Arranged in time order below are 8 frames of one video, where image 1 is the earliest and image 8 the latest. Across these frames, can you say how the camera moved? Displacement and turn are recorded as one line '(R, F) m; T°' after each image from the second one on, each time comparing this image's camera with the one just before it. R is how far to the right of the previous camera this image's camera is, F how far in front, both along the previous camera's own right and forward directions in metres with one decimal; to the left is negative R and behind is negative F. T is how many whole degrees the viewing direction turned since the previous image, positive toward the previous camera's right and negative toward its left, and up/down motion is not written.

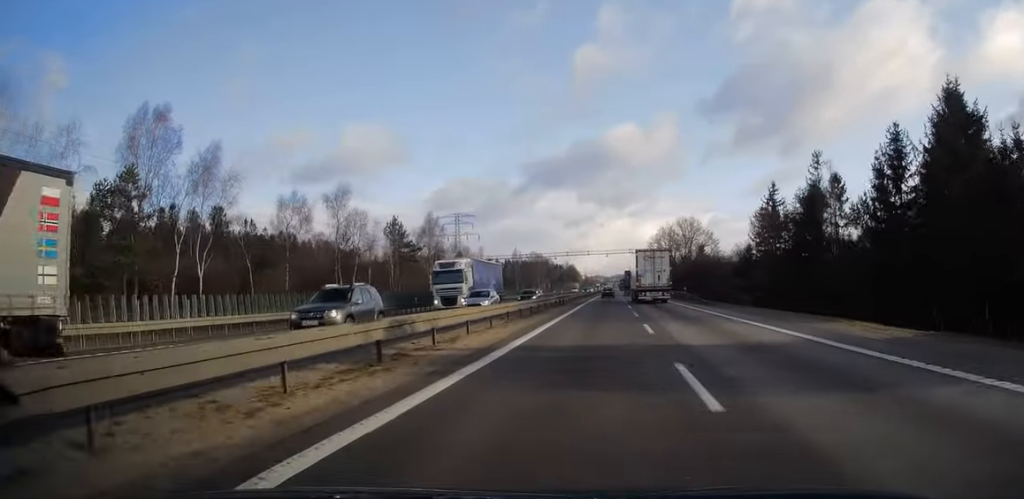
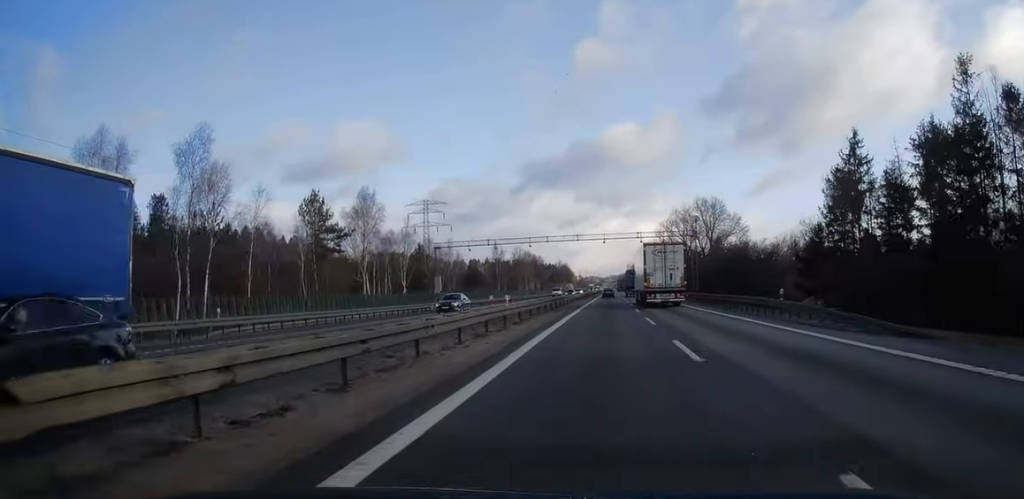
(+0.1, +30.6) m; 0°
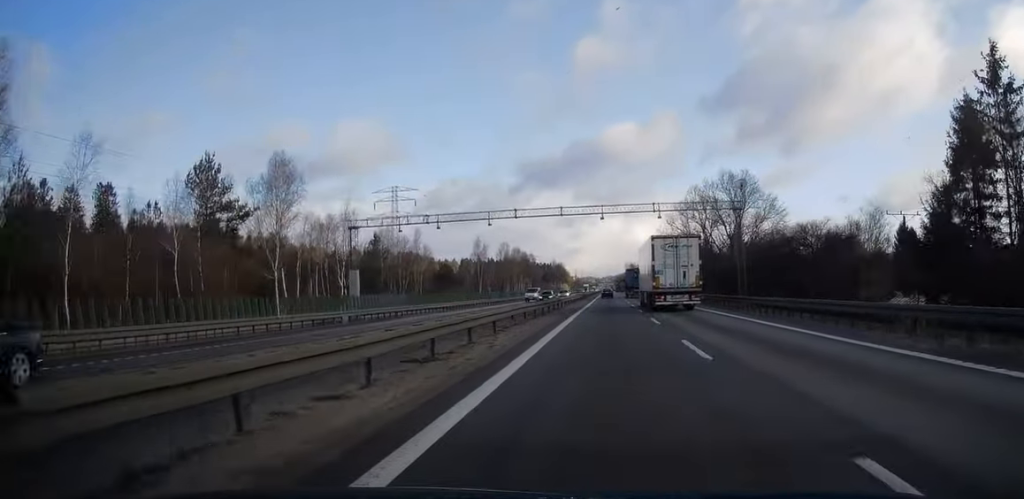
(+0.1, +23.3) m; 0°
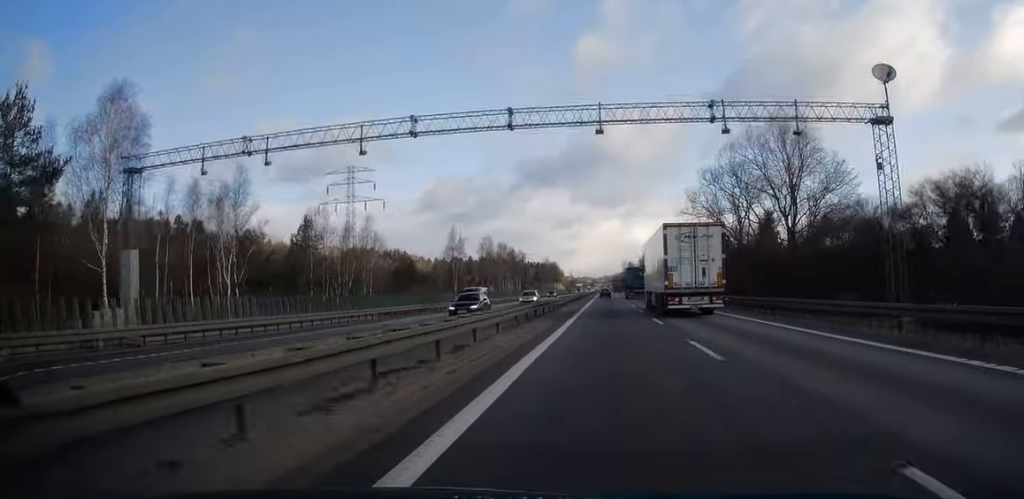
(+0.1, +24.0) m; 0°
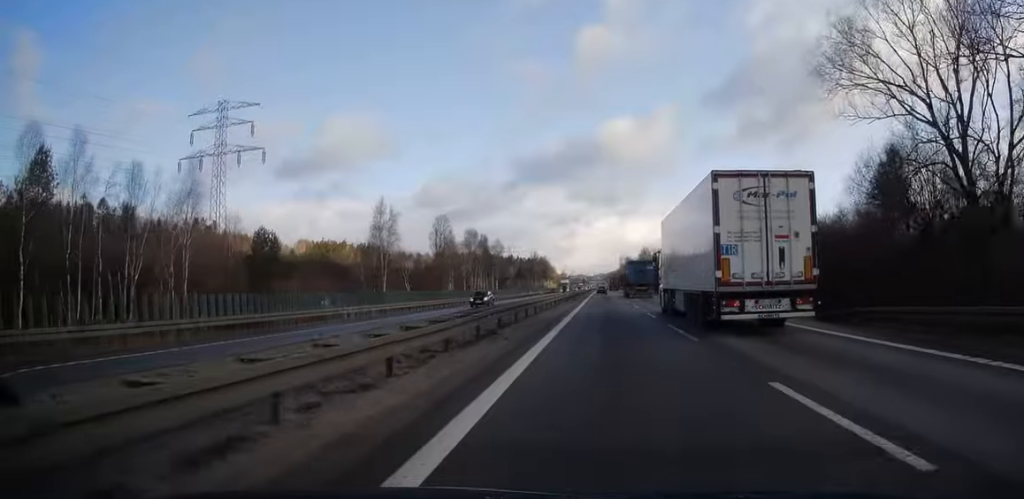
(+0.2, +43.6) m; 0°
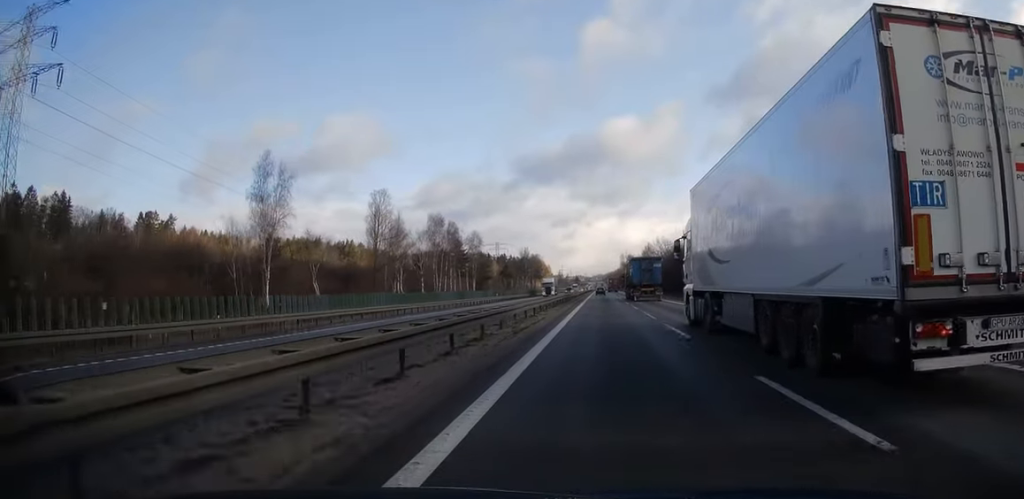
(0.0, +35.3) m; 0°
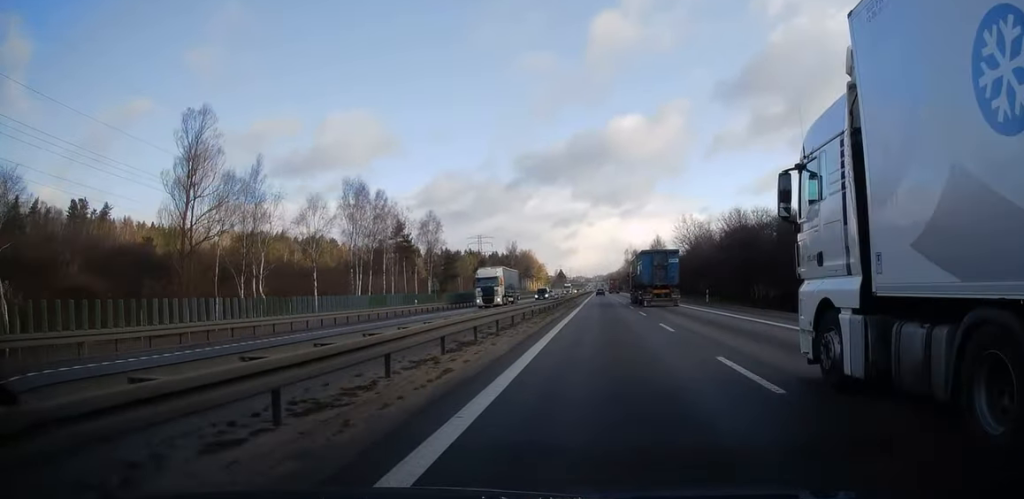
(0.0, +44.9) m; 0°
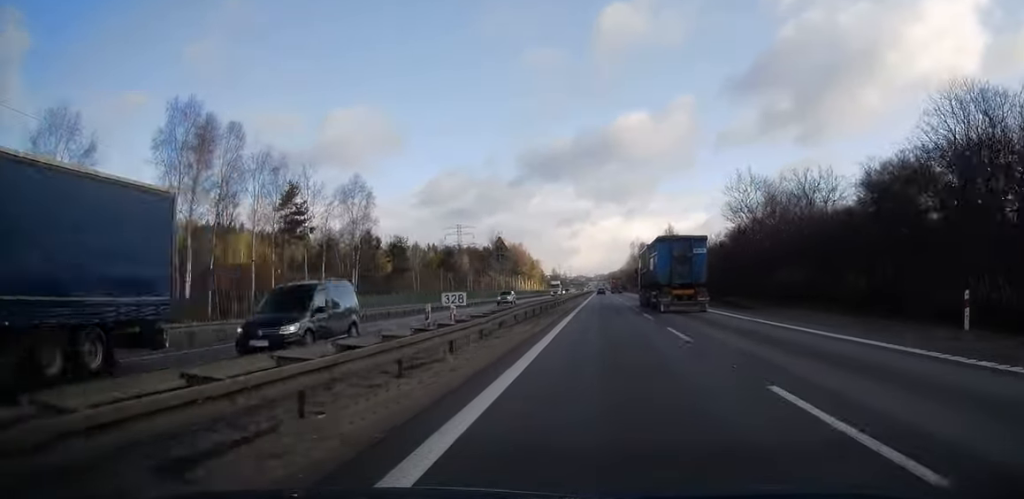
(0.0, +39.2) m; 0°
